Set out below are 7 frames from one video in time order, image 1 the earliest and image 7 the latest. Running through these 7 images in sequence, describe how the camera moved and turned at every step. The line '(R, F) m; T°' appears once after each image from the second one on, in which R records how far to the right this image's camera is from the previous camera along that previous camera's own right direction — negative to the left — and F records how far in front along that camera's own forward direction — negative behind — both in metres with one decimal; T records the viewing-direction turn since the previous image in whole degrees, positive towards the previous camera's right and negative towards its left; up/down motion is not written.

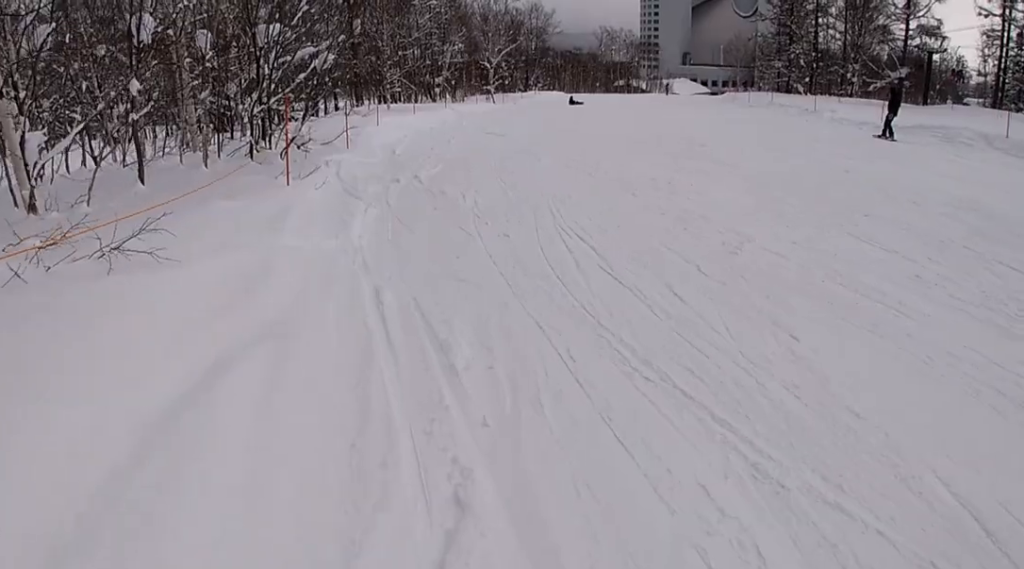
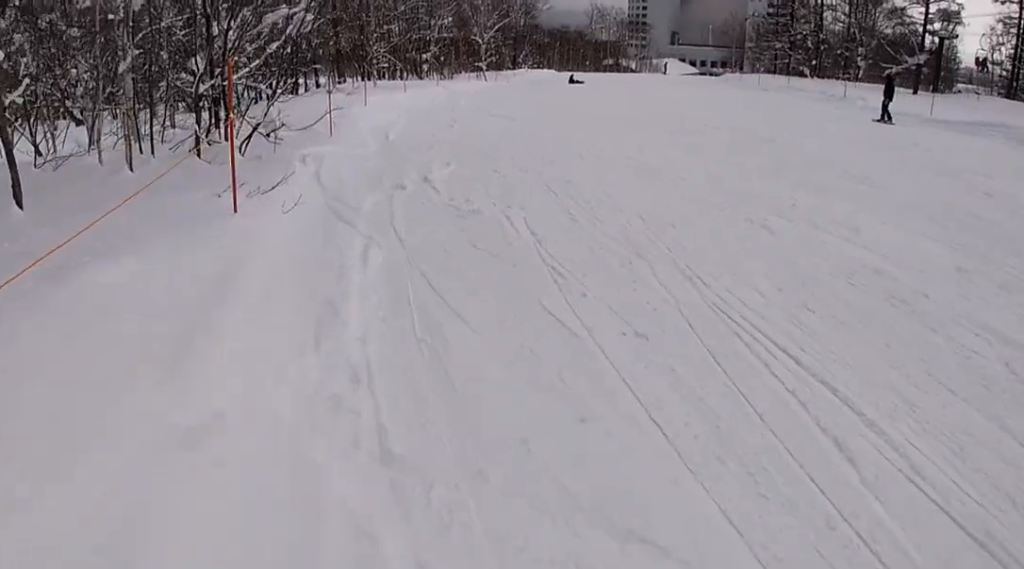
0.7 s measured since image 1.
(0.0, +3.8) m; 0°
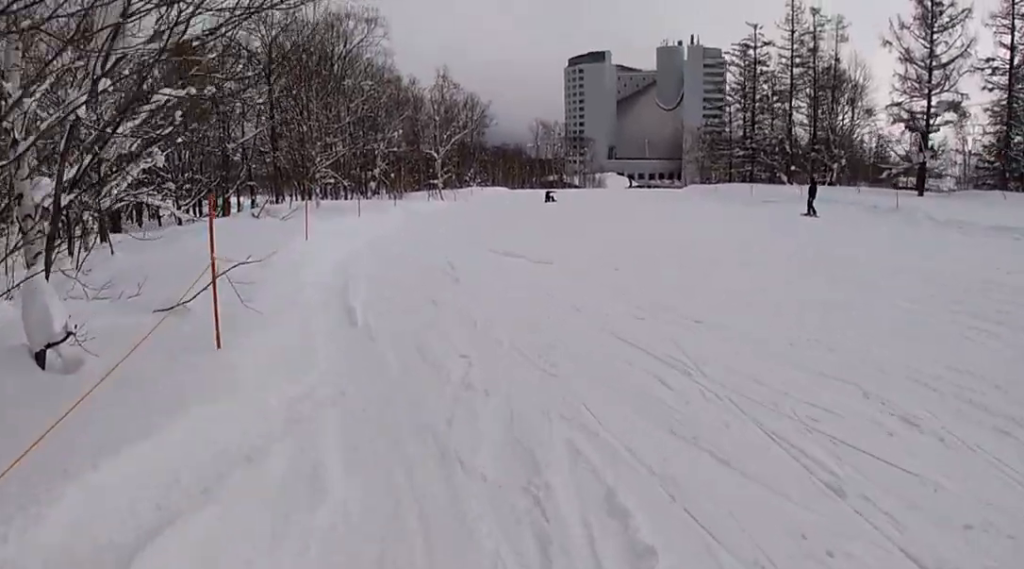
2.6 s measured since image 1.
(0.0, +9.7) m; 0°
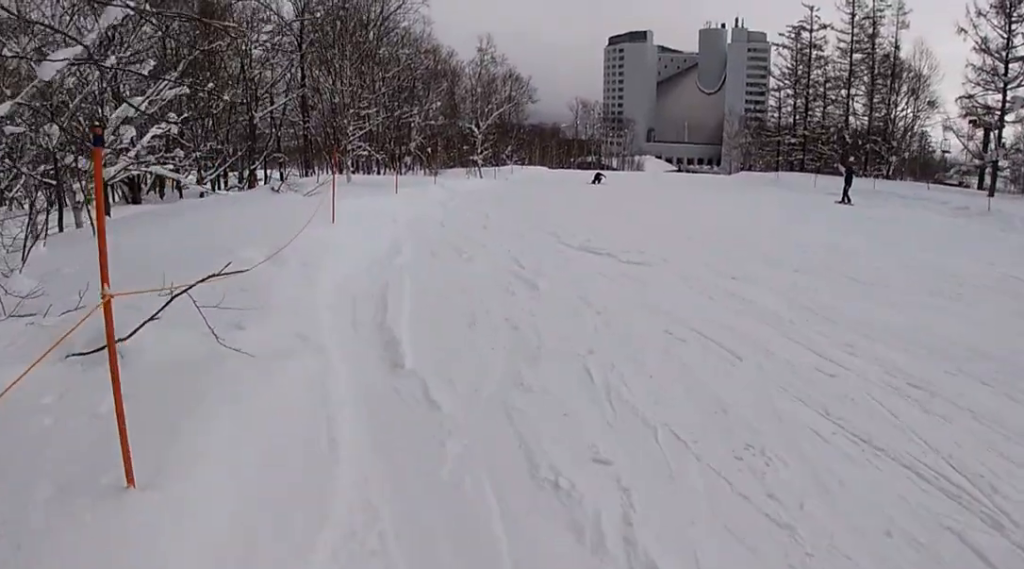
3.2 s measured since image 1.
(0.0, +3.1) m; 0°
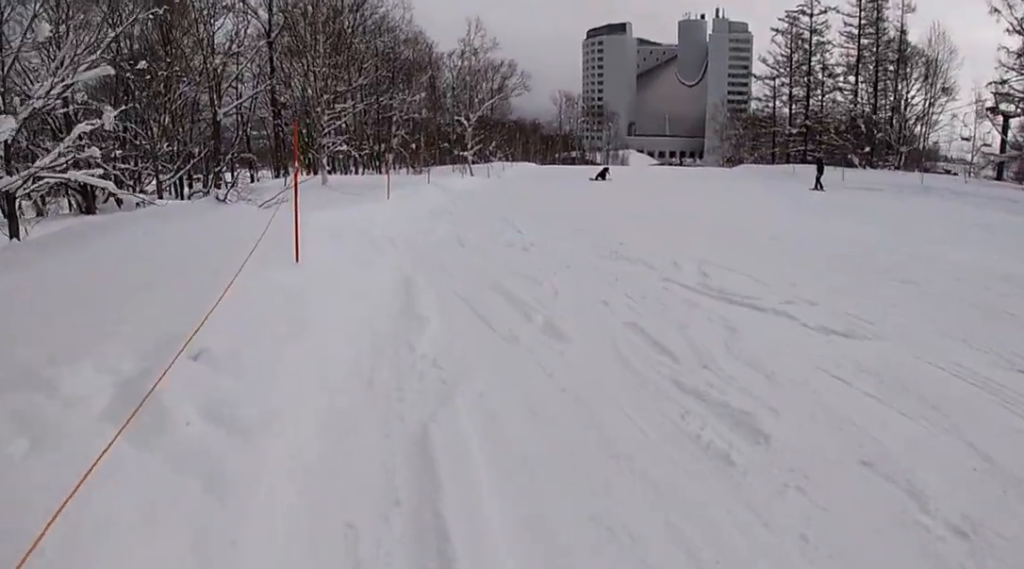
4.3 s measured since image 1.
(0.0, +5.2) m; 0°
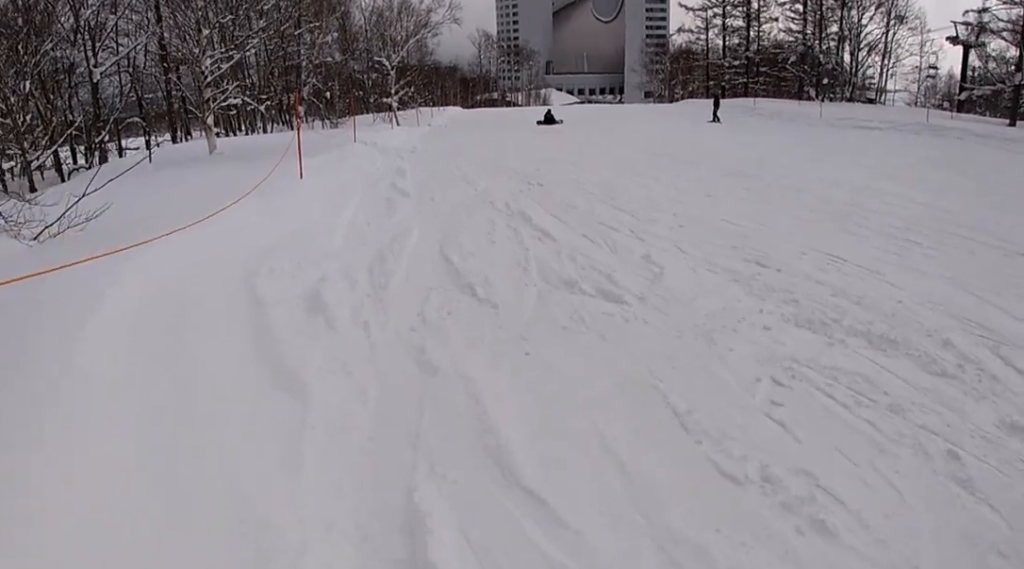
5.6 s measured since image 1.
(+0.7, +5.8) m; +19°
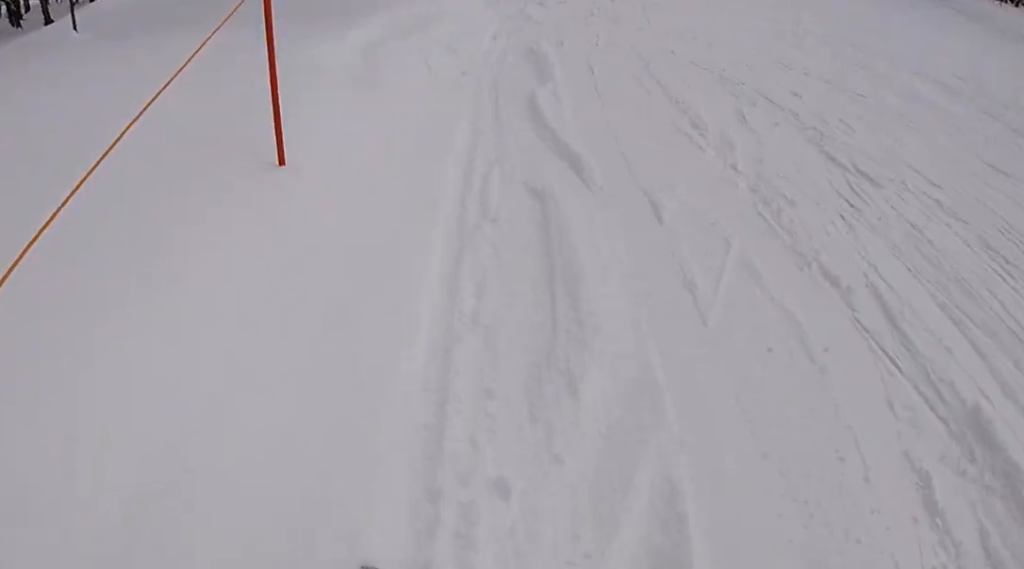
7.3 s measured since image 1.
(+0.5, +6.6) m; +5°
